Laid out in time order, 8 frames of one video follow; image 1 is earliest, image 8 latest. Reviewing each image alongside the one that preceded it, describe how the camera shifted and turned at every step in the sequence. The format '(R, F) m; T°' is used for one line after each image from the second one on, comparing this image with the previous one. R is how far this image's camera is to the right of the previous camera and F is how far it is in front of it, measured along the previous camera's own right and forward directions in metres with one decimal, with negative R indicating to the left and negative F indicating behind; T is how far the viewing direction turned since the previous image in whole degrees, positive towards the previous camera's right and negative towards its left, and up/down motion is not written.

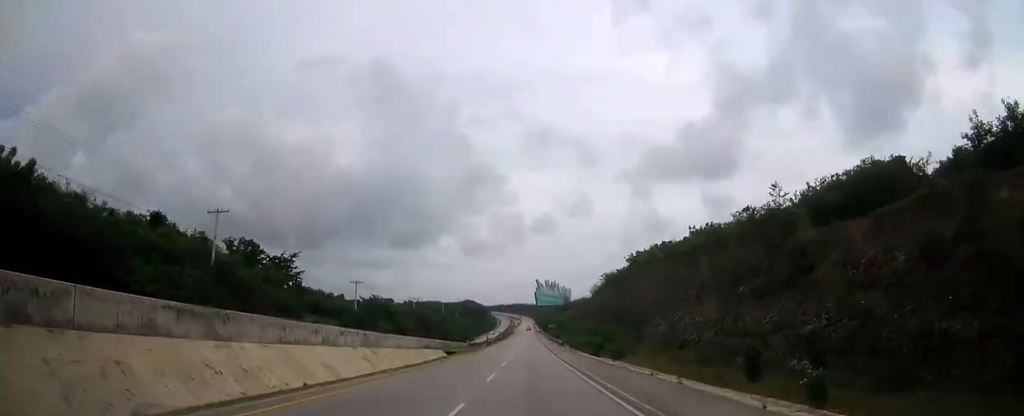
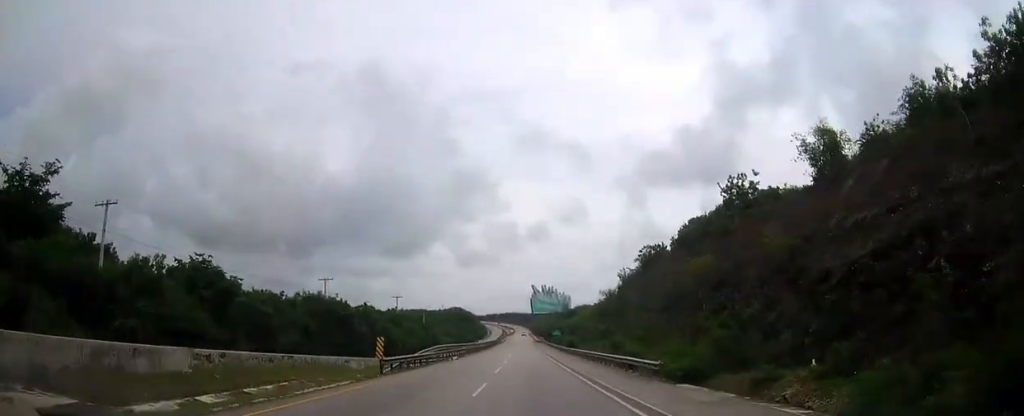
(+0.1, +62.4) m; 0°
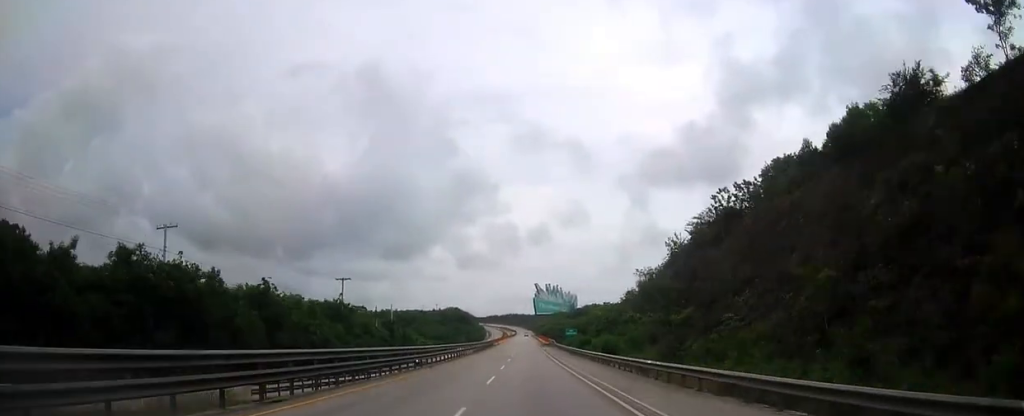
(+0.1, +40.2) m; 0°
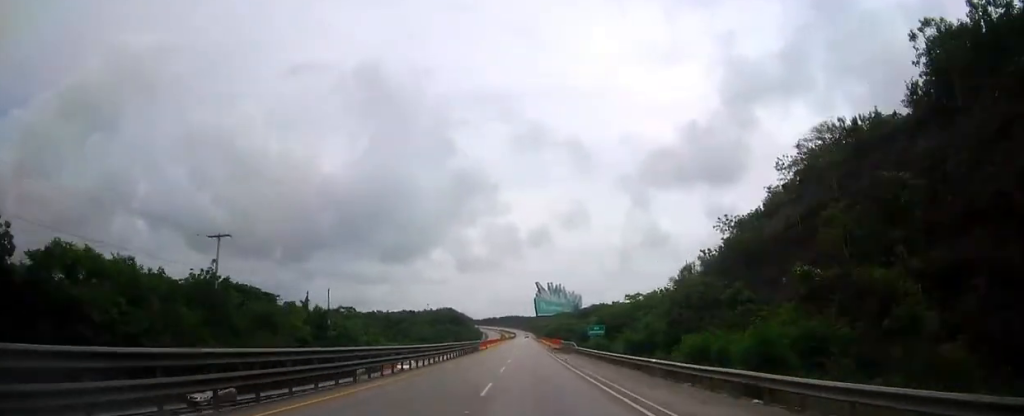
(0.0, +37.5) m; 0°
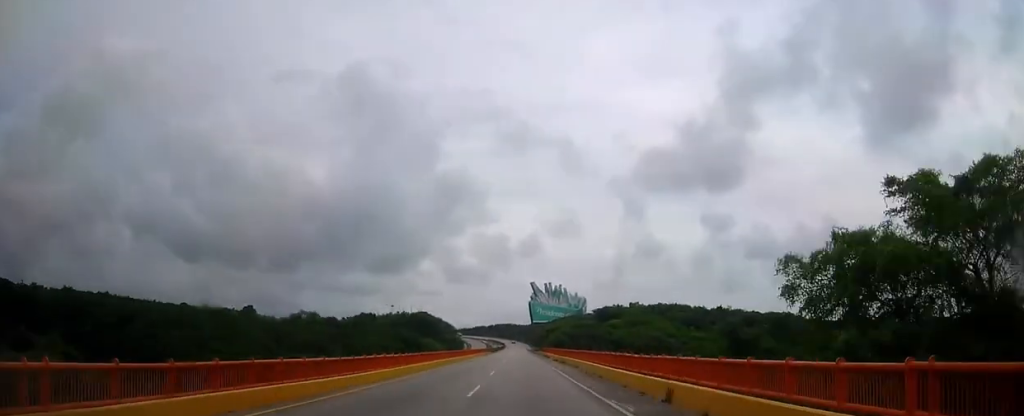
(0.0, +80.5) m; 0°
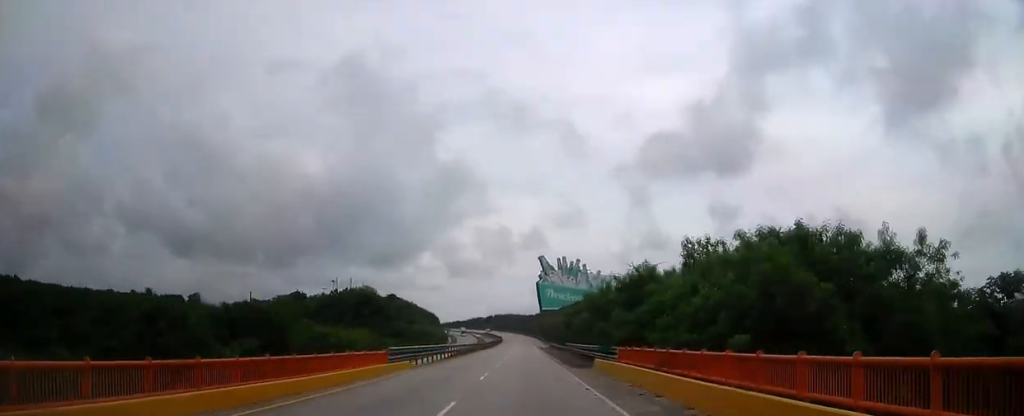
(0.0, +96.5) m; 0°
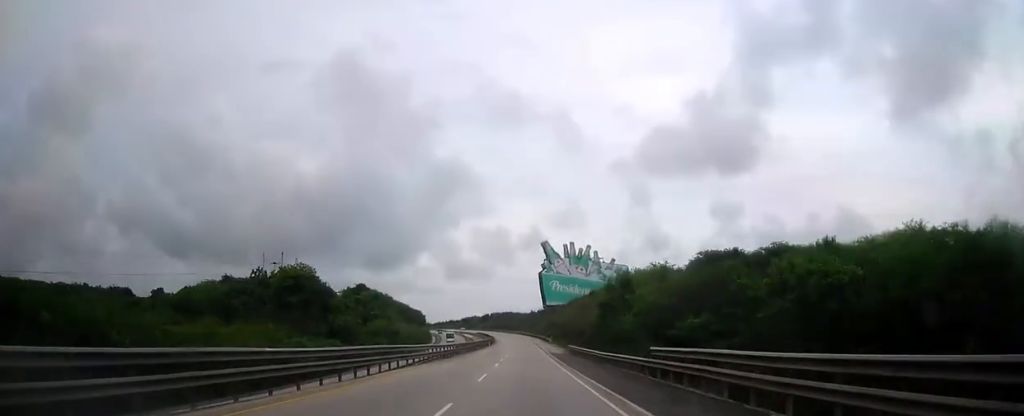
(-0.1, +49.1) m; 0°
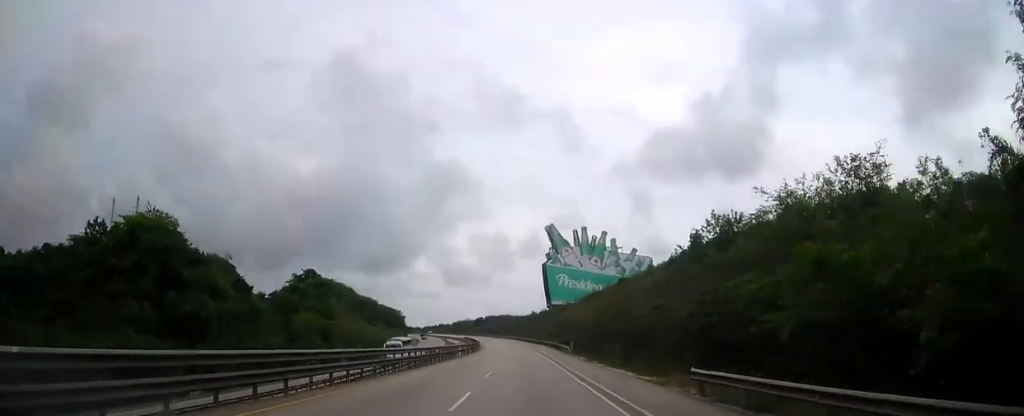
(0.0, +48.7) m; 0°
